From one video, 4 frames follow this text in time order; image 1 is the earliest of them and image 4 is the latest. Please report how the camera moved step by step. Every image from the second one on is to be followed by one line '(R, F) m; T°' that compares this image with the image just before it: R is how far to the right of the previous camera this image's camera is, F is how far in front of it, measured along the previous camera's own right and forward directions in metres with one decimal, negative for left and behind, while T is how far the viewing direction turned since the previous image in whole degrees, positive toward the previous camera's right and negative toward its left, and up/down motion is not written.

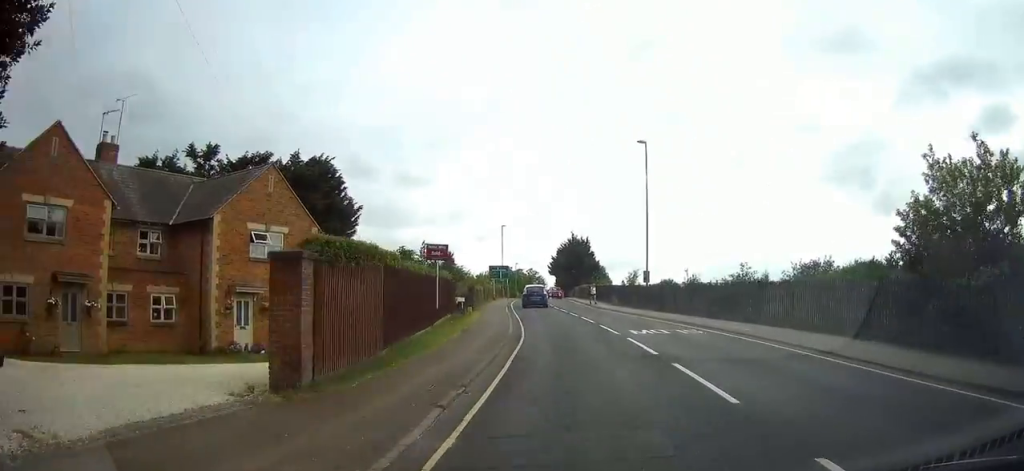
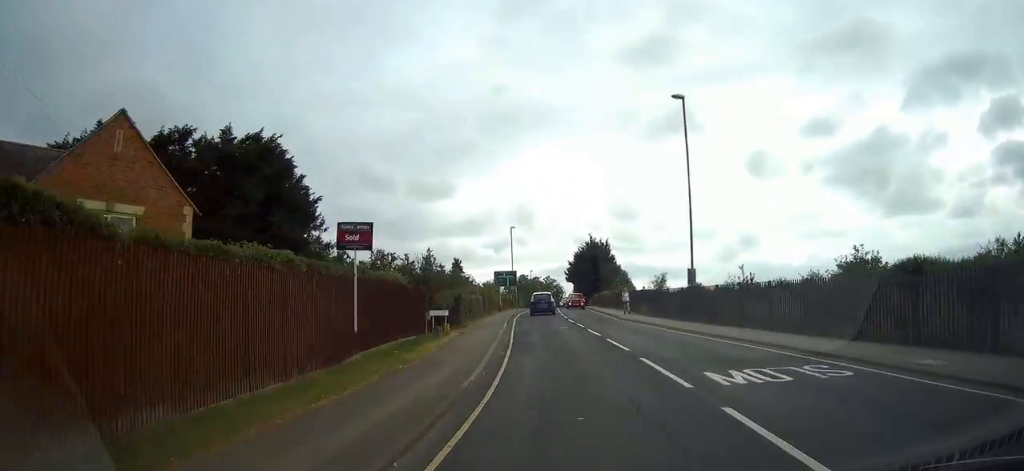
(-0.2, +10.5) m; -2°
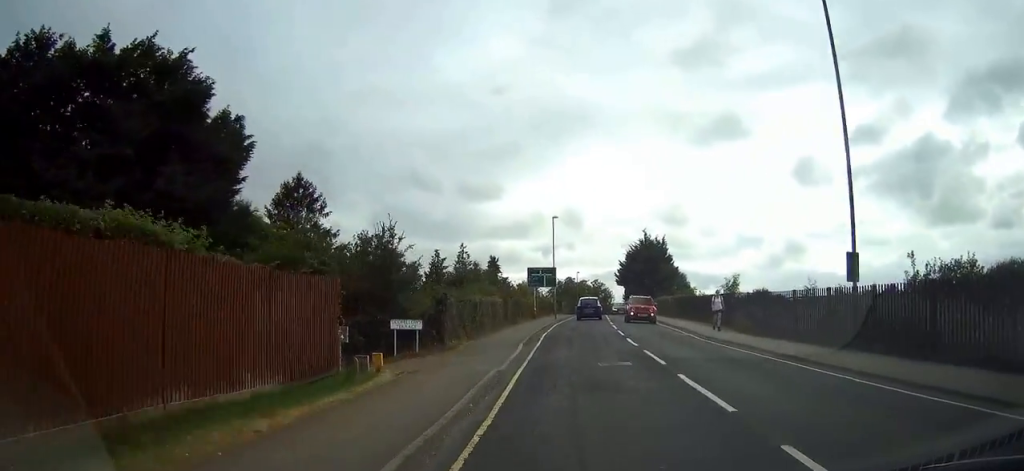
(-0.3, +13.5) m; -3°
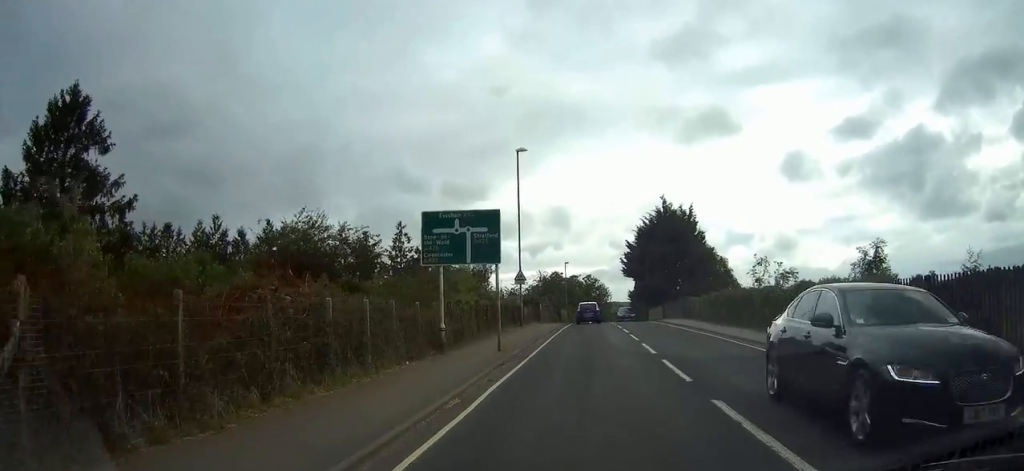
(-0.7, +32.1) m; -1°
